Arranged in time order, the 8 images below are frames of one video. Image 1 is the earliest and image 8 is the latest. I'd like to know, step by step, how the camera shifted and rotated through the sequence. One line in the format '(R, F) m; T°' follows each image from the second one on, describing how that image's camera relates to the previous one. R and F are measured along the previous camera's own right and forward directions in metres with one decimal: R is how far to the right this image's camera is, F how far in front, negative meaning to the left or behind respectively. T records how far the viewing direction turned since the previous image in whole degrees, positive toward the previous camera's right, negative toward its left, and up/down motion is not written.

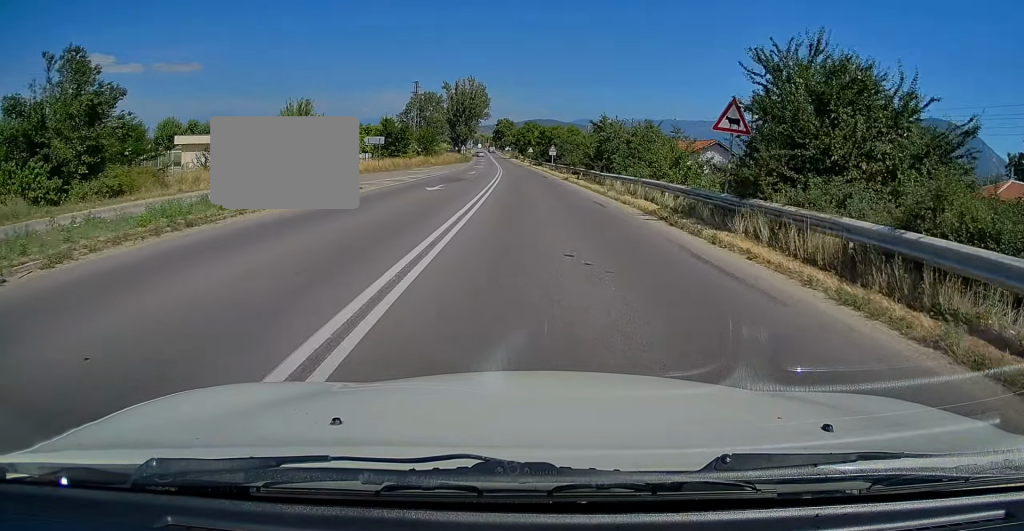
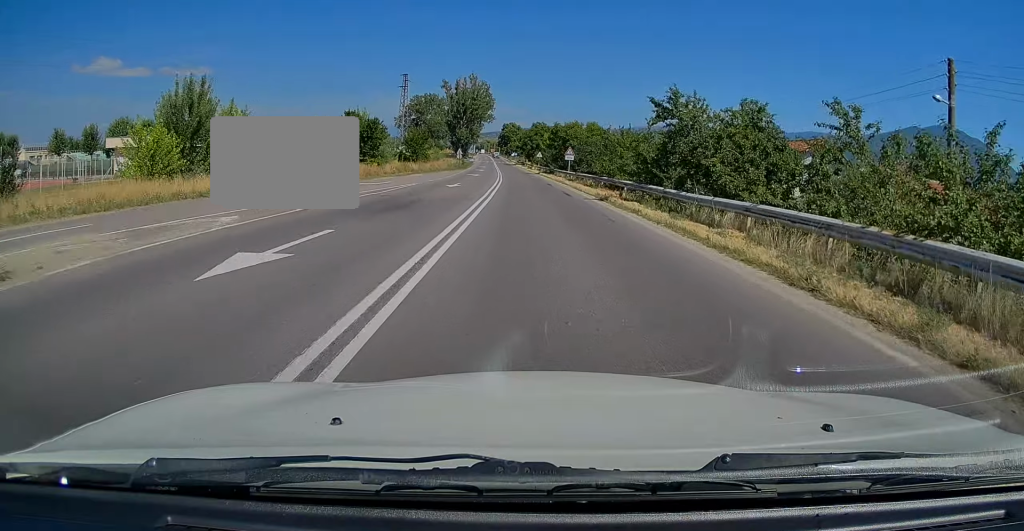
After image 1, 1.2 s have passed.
(0.0, +17.4) m; -1°
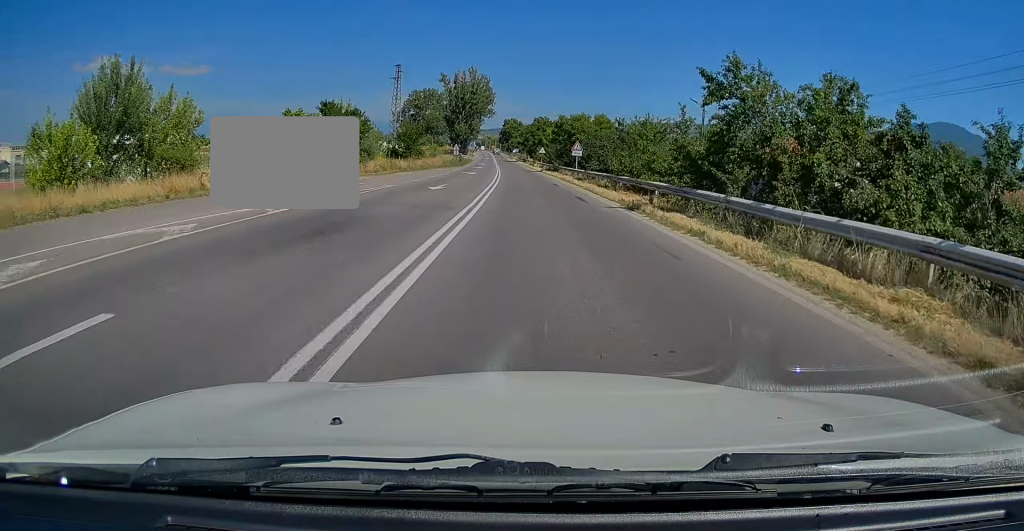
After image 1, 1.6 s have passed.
(-0.1, +6.4) m; 0°
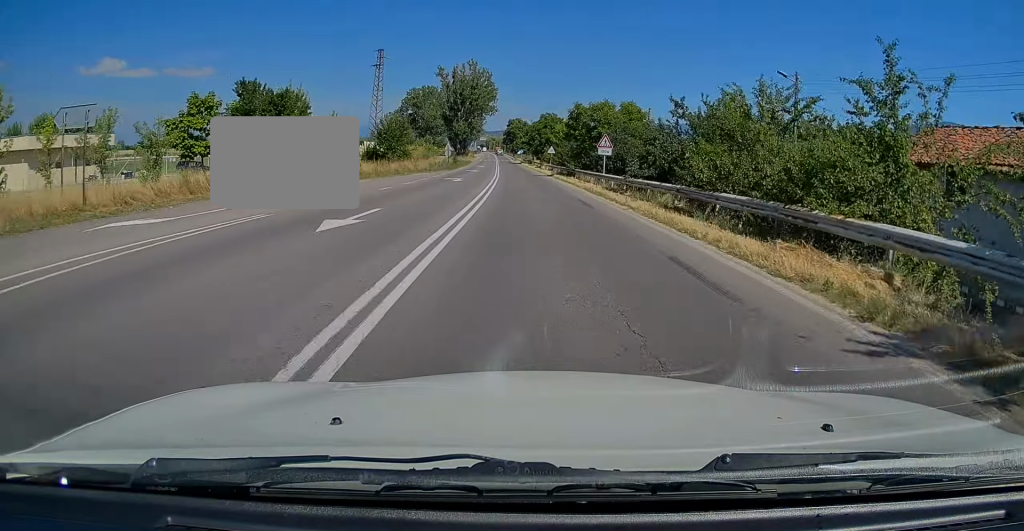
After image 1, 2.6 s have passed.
(0.0, +14.3) m; 0°
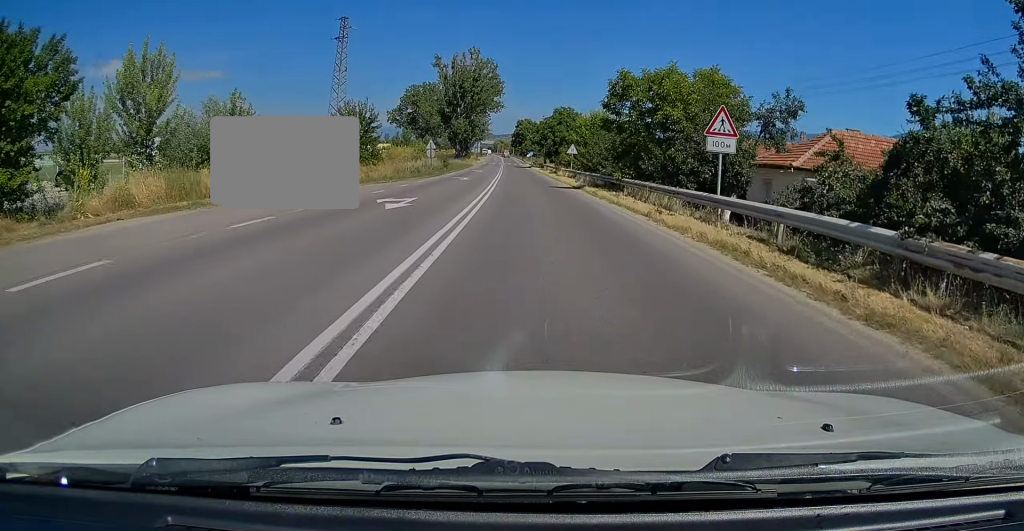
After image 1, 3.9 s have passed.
(-0.2, +19.6) m; -1°
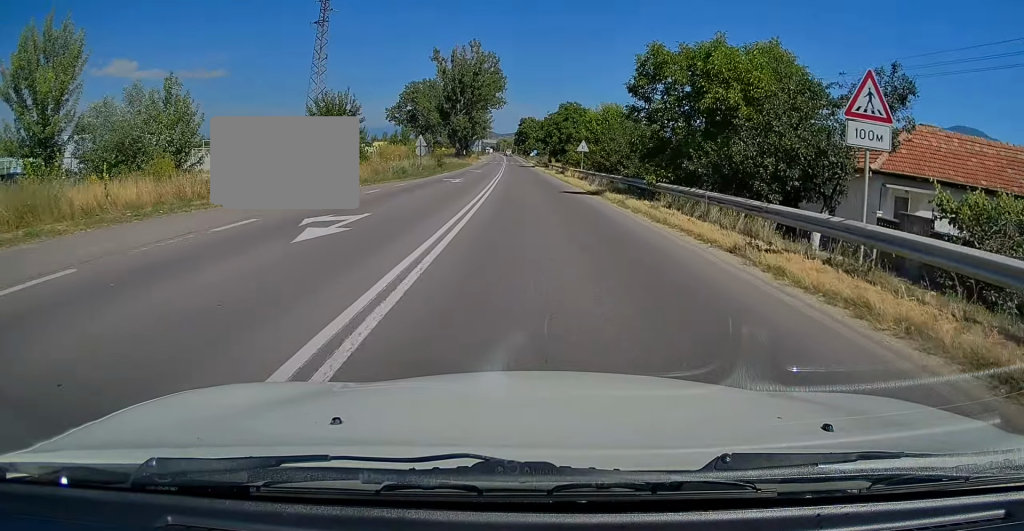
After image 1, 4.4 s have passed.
(0.0, +6.8) m; -1°
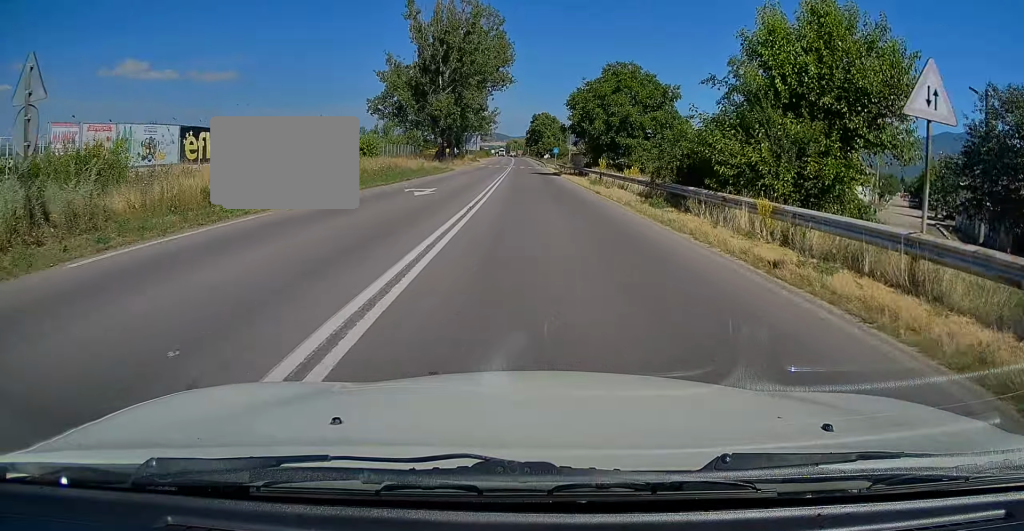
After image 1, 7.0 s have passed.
(-0.3, +38.8) m; -1°
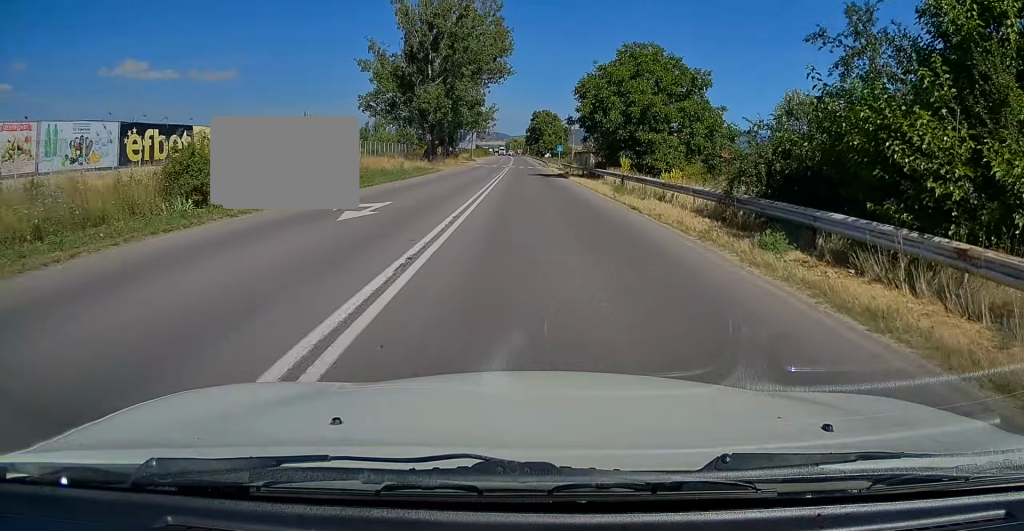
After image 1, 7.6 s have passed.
(0.0, +8.7) m; -1°
